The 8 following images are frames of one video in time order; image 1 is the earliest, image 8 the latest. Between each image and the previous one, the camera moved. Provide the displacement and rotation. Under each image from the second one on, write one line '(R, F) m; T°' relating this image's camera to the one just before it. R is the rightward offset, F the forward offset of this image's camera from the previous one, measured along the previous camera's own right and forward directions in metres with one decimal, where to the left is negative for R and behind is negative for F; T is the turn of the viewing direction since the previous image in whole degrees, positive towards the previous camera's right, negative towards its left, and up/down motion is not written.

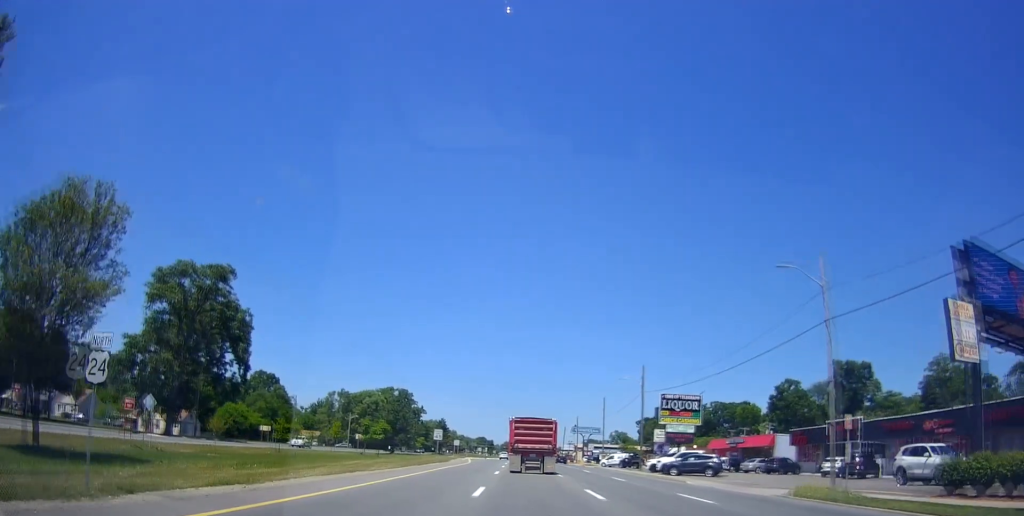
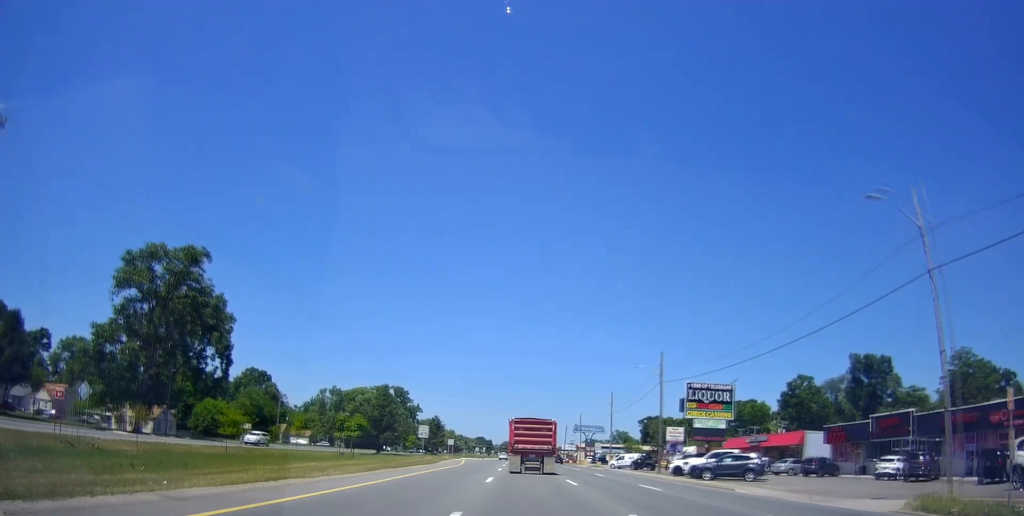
(+0.1, +8.0) m; +1°
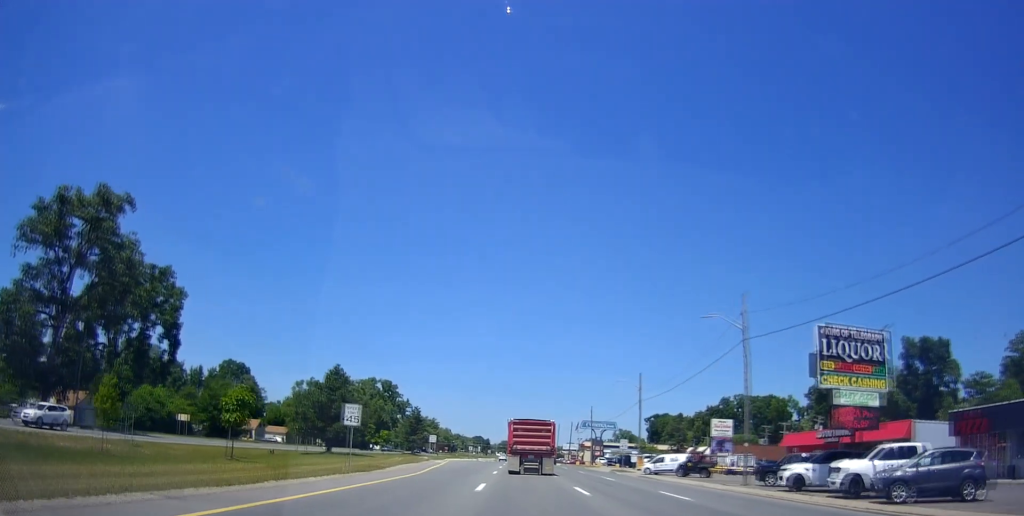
(+0.1, +19.8) m; -2°
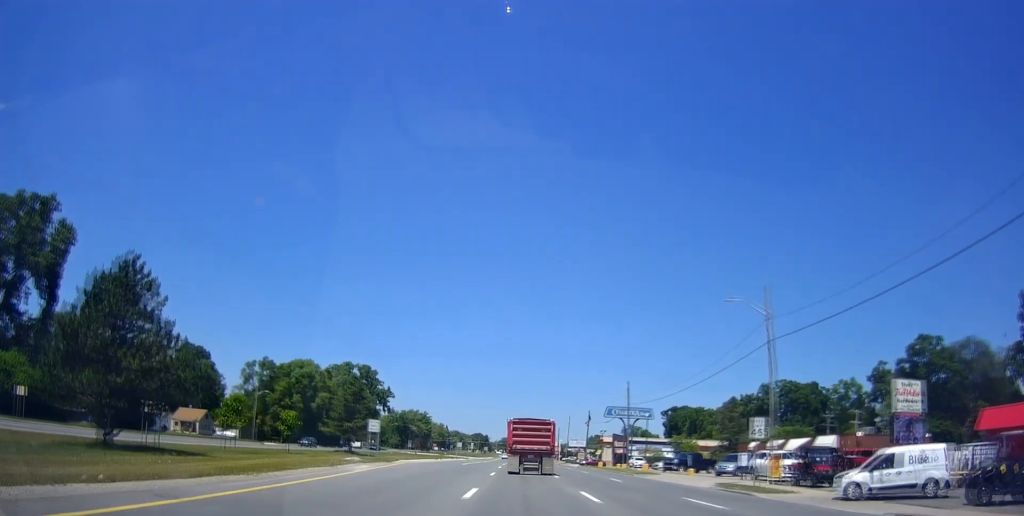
(-0.5, +33.4) m; +1°
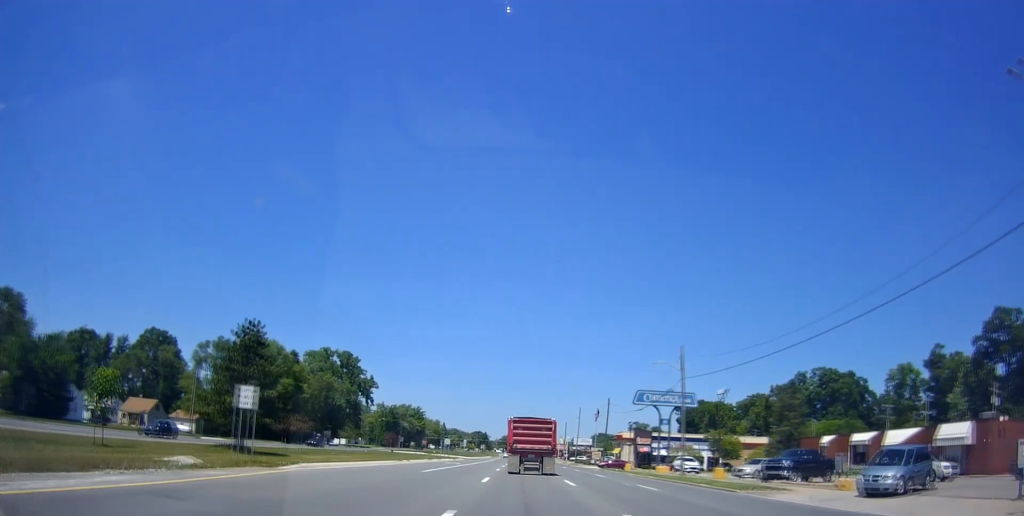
(+0.4, +23.0) m; -1°
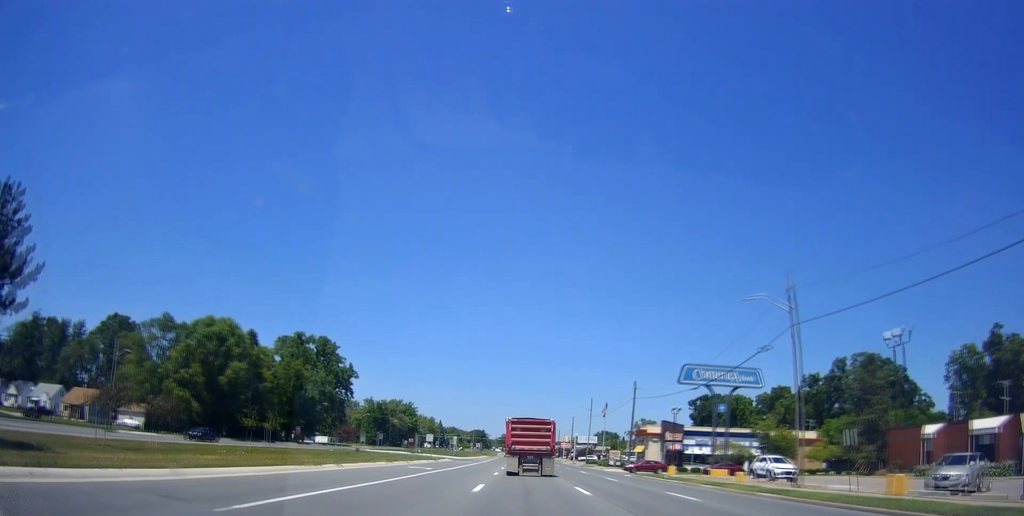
(-0.7, +20.5) m; -1°
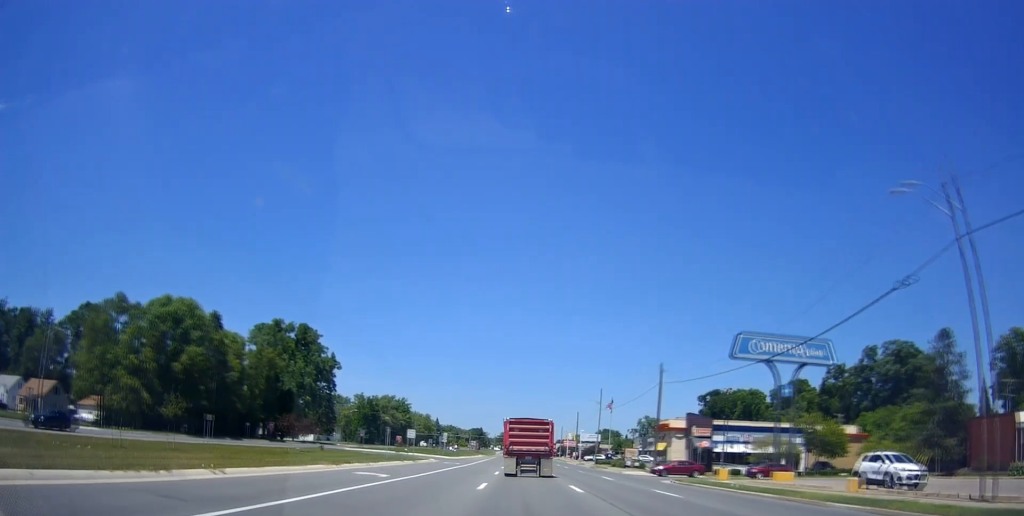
(+0.3, +13.5) m; +1°
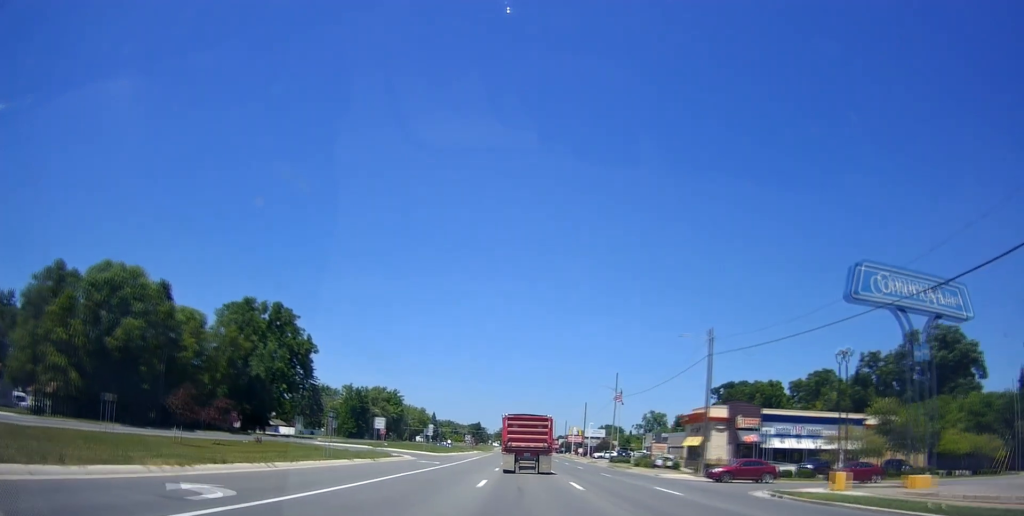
(+0.2, +14.7) m; +1°
